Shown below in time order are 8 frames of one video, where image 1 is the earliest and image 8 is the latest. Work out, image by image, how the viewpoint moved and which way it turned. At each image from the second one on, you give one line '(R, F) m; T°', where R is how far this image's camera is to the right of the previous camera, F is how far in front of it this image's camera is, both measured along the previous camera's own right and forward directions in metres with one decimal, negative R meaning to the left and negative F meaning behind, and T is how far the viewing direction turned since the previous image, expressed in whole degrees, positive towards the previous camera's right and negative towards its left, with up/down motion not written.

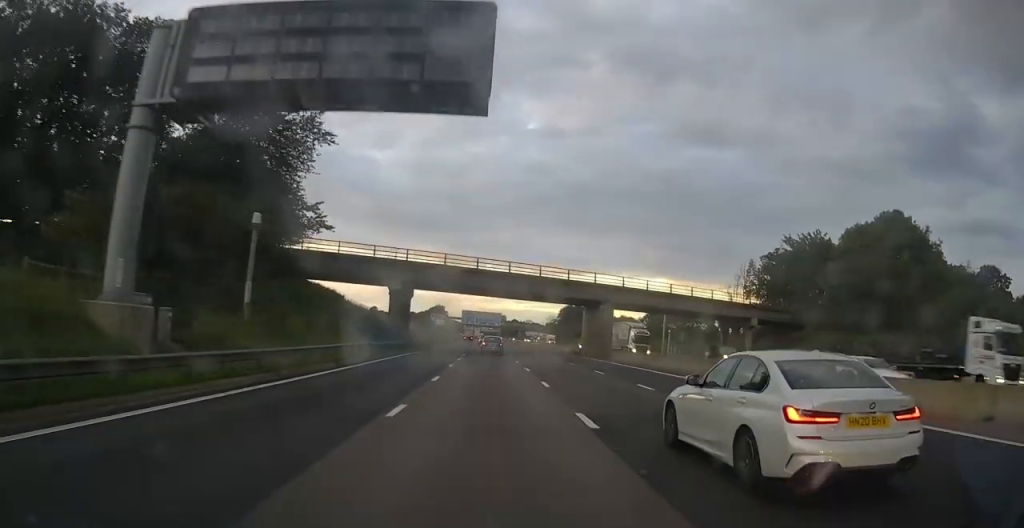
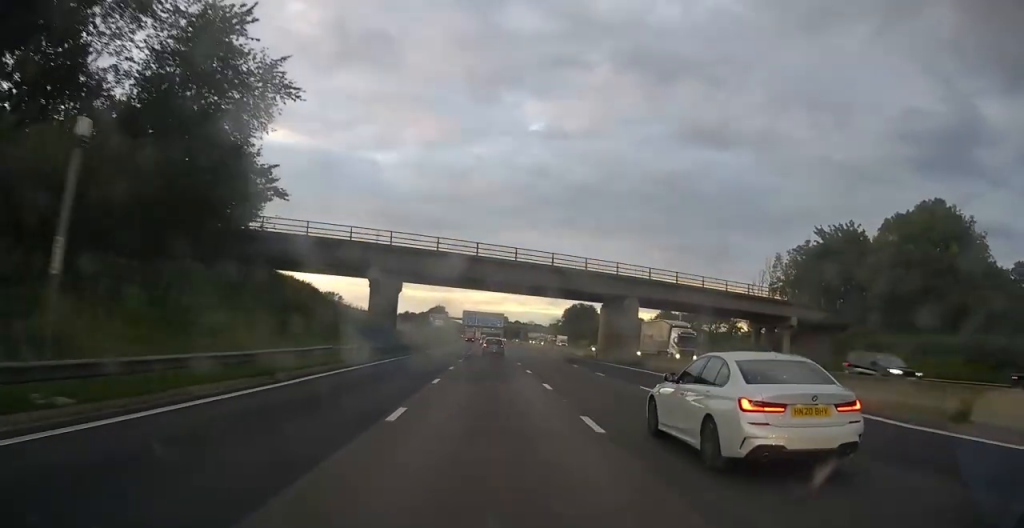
(0.0, +9.4) m; 0°
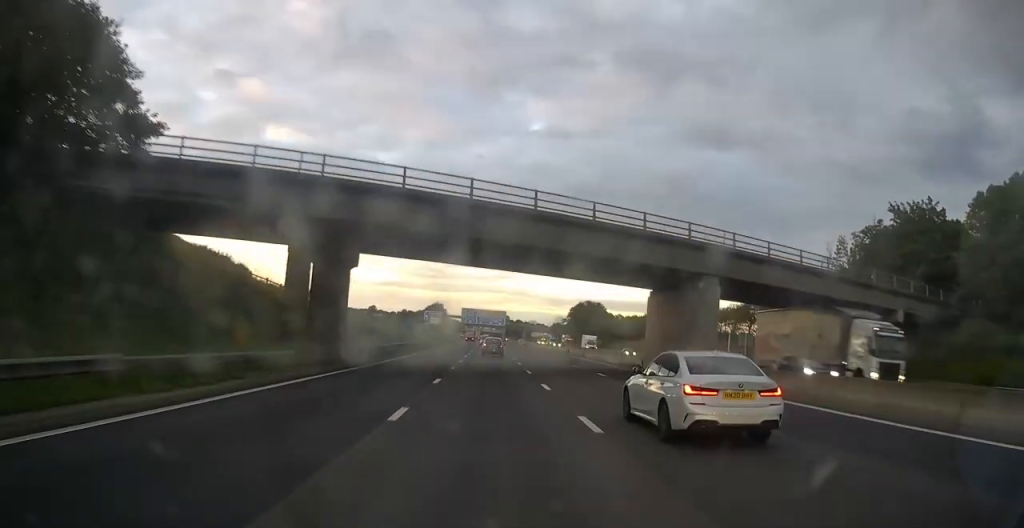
(-0.1, +17.9) m; -1°
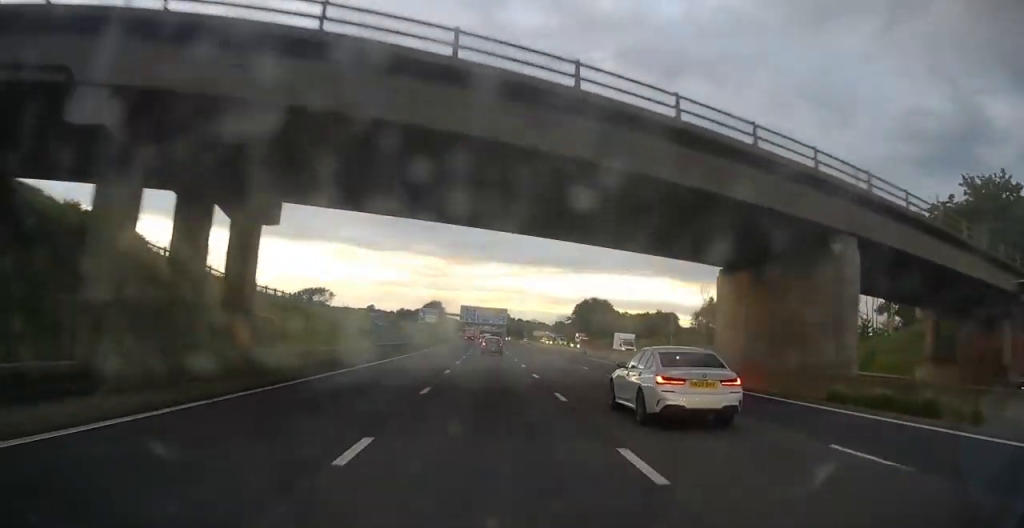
(0.0, +13.2) m; 0°
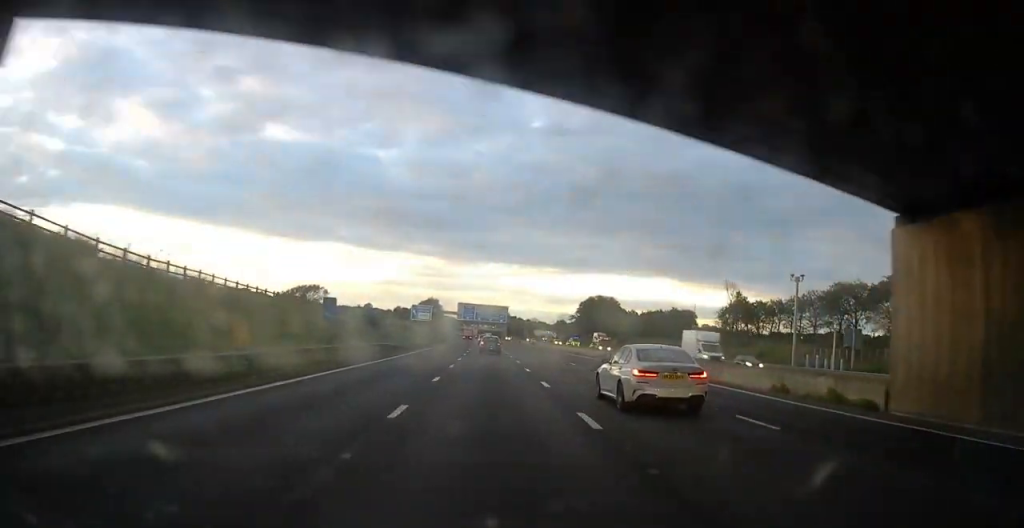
(-0.1, +13.9) m; 0°
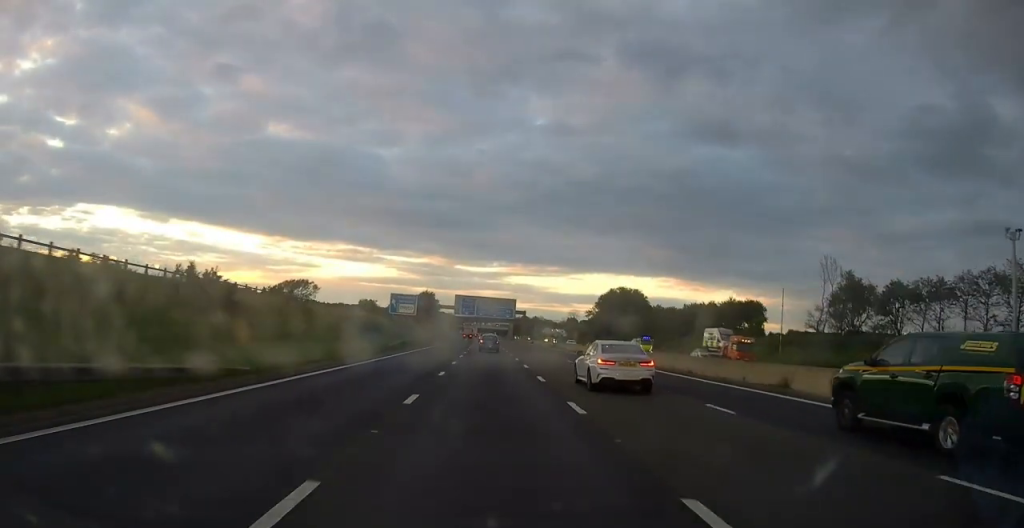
(+0.1, +34.3) m; 0°
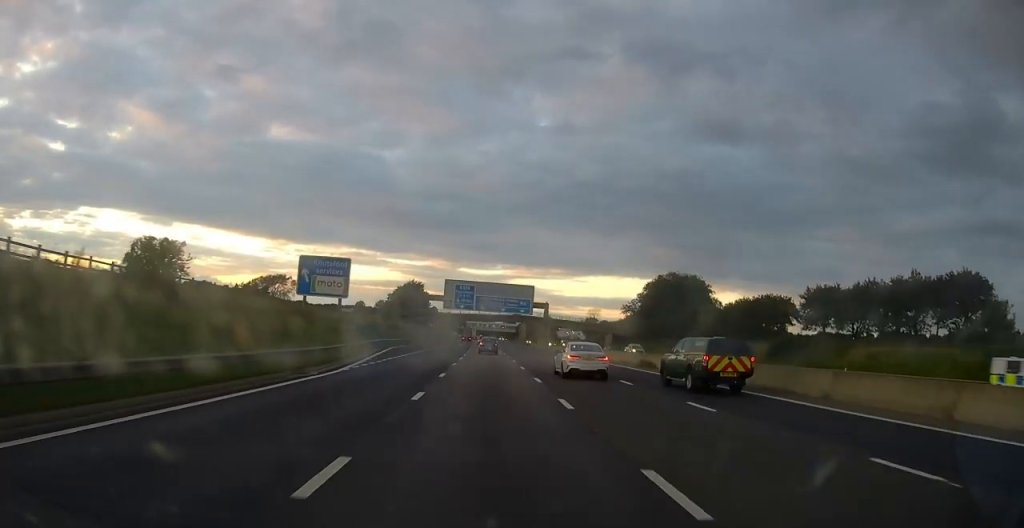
(-0.3, +53.0) m; 0°
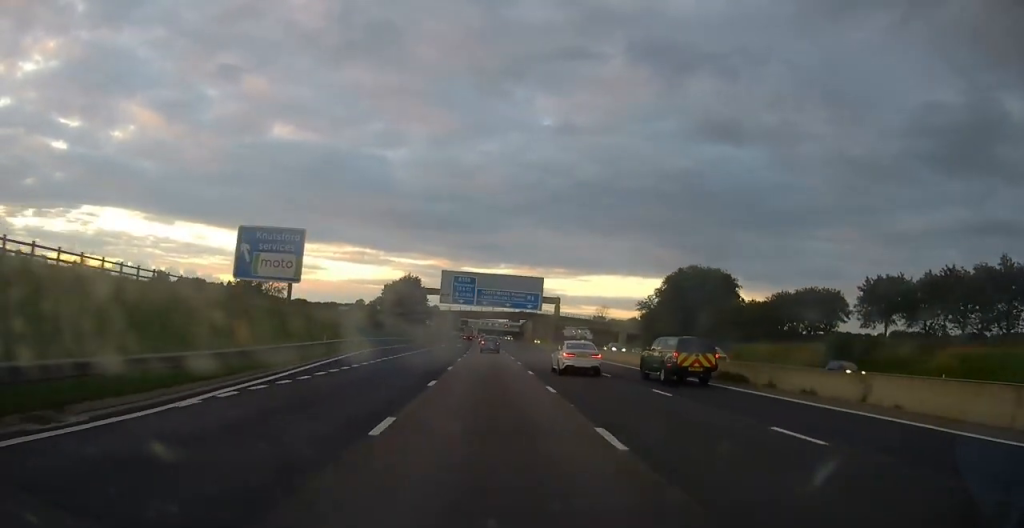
(+0.1, +14.0) m; 0°
